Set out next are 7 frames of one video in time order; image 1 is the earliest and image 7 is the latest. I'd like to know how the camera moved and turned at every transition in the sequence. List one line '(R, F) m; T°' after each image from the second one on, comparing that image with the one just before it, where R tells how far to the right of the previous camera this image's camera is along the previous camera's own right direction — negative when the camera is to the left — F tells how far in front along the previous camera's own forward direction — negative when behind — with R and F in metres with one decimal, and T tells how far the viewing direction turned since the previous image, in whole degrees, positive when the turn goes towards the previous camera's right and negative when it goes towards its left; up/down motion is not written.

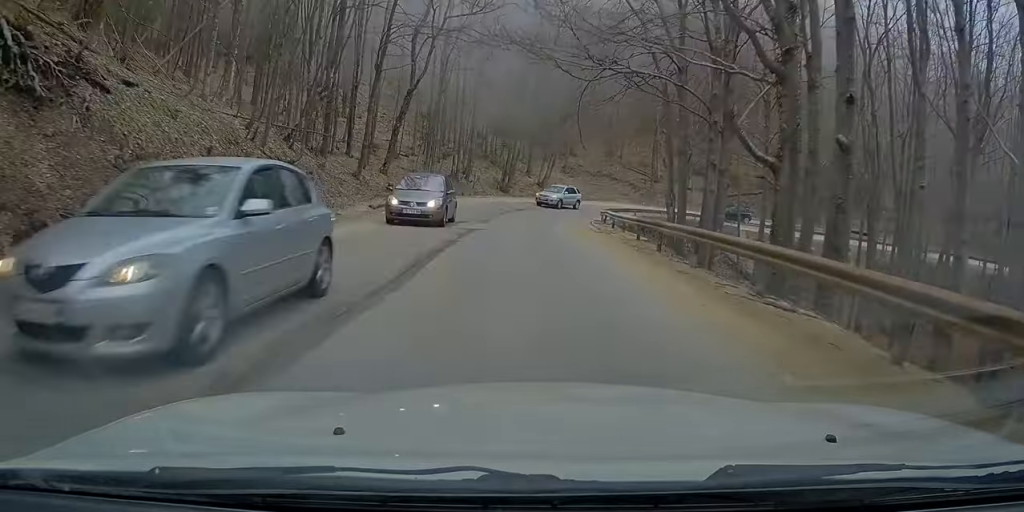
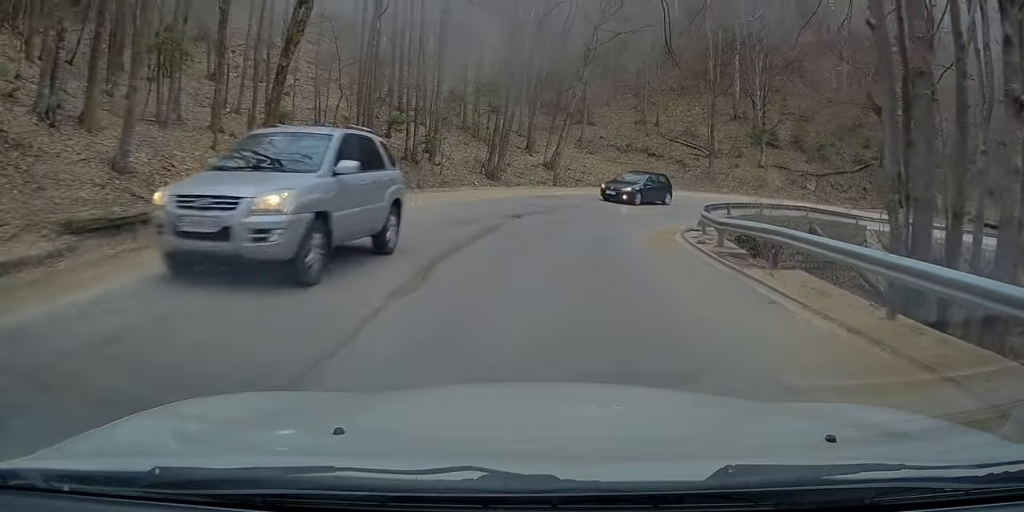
(-5.9, +18.0) m; -24°
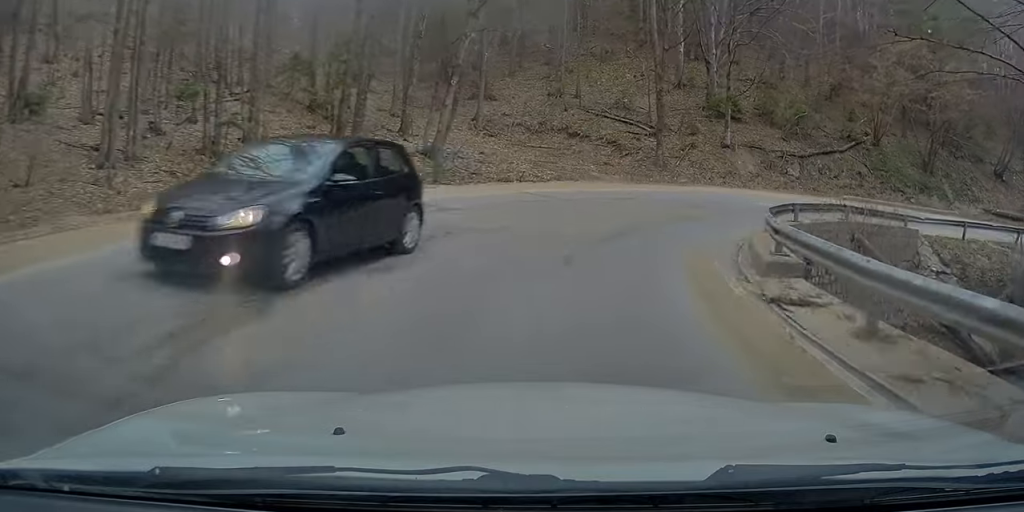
(+1.5, +11.7) m; +10°
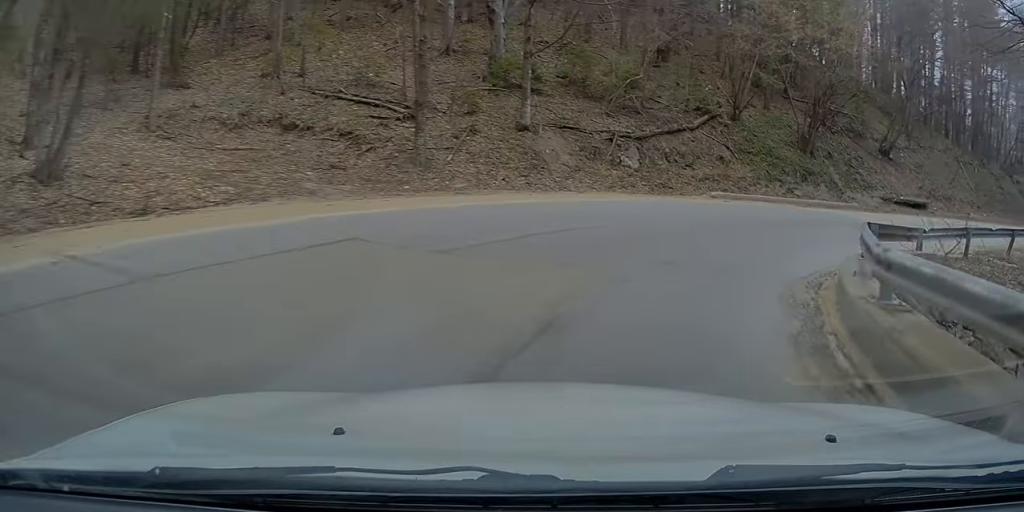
(+0.9, +11.1) m; +17°
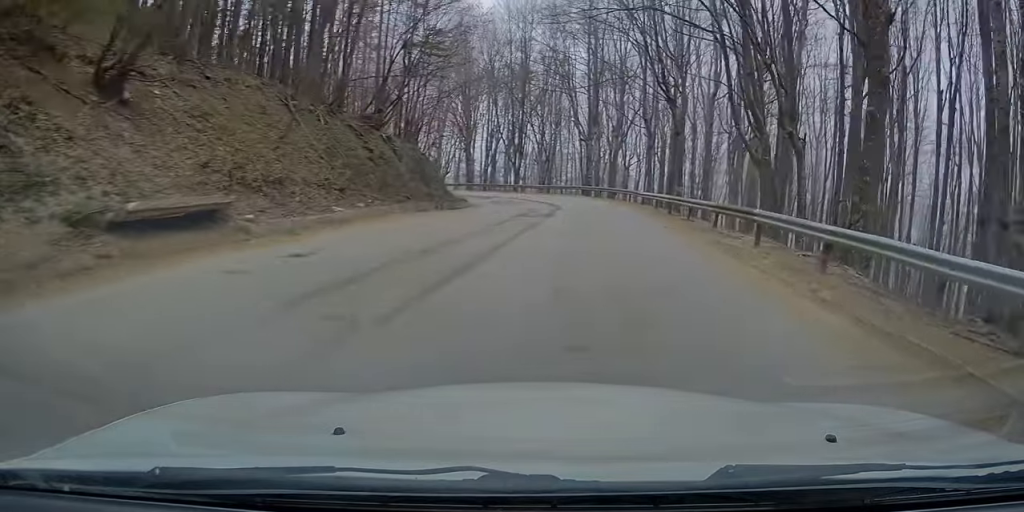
(+10.3, +13.6) m; +66°
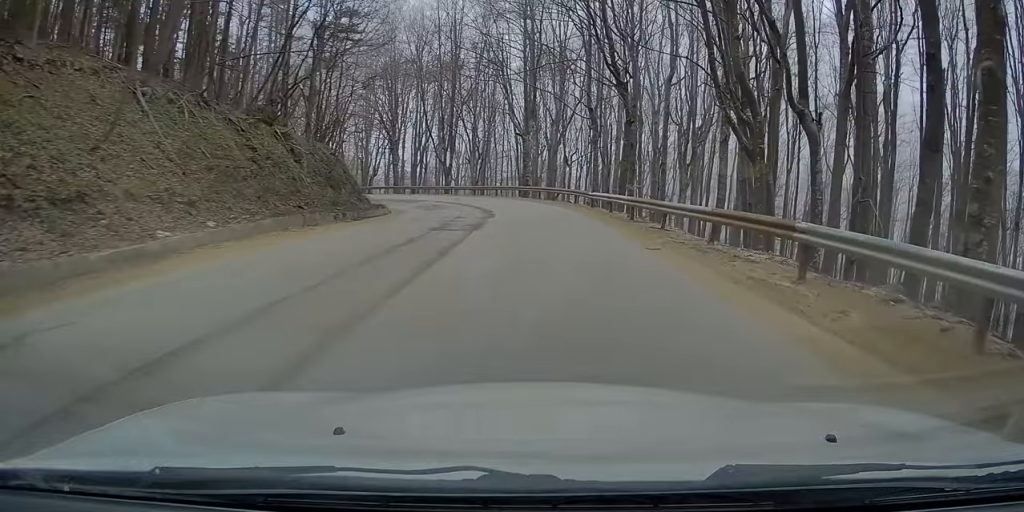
(+0.3, +4.8) m; +2°
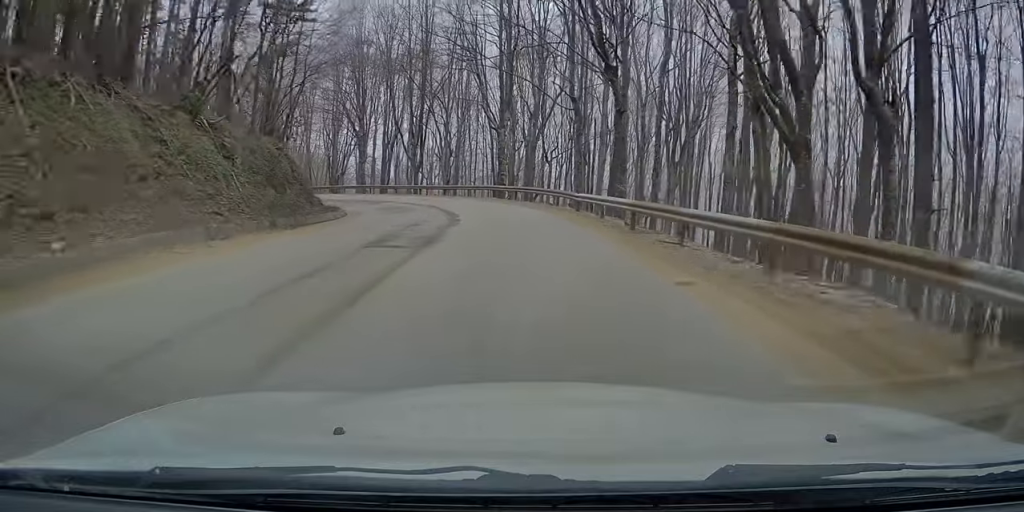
(+0.1, +3.7) m; 0°
